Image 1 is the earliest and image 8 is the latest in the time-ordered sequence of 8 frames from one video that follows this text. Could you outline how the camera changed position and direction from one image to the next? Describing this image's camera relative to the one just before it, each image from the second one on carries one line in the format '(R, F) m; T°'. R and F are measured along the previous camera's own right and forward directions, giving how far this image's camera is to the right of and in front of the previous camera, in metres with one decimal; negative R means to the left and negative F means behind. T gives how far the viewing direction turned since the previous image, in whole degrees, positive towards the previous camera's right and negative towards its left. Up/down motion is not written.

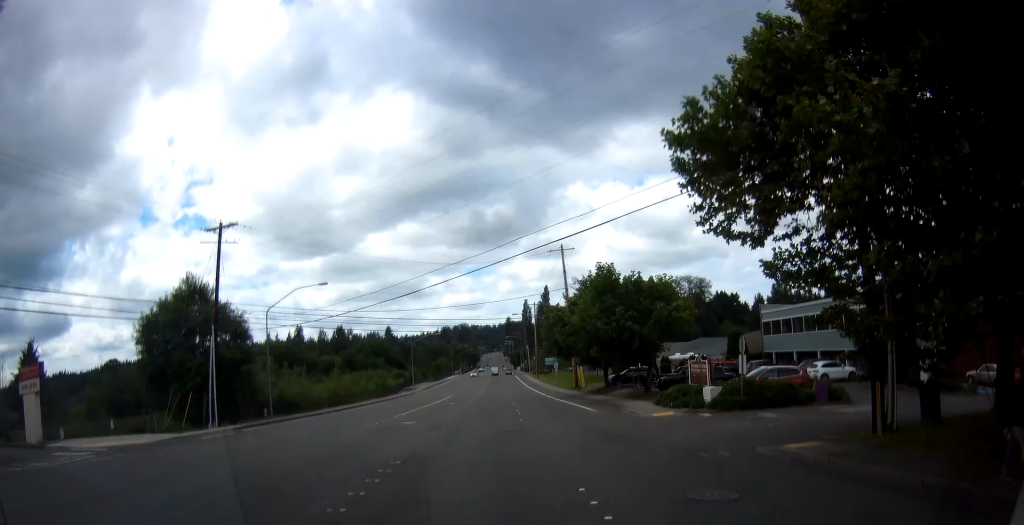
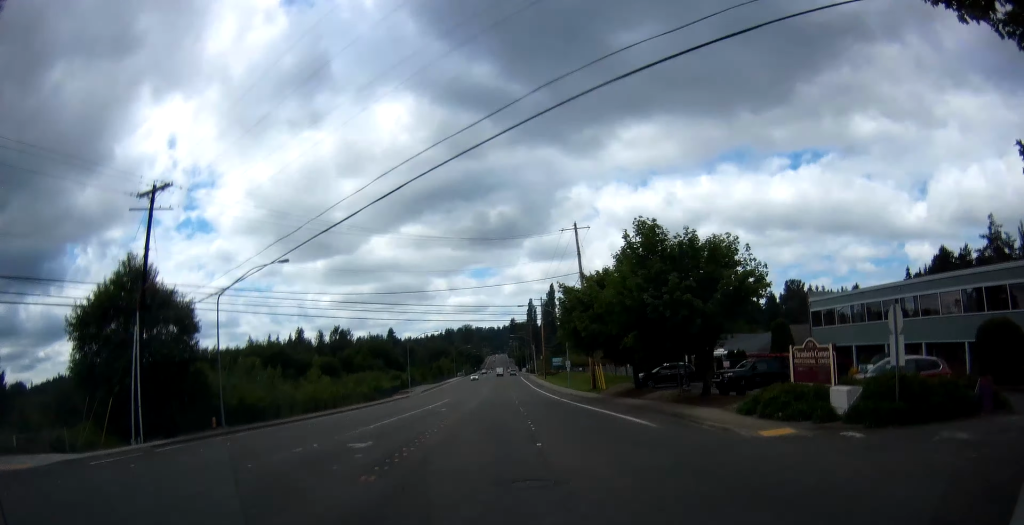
(0.0, +10.9) m; 0°
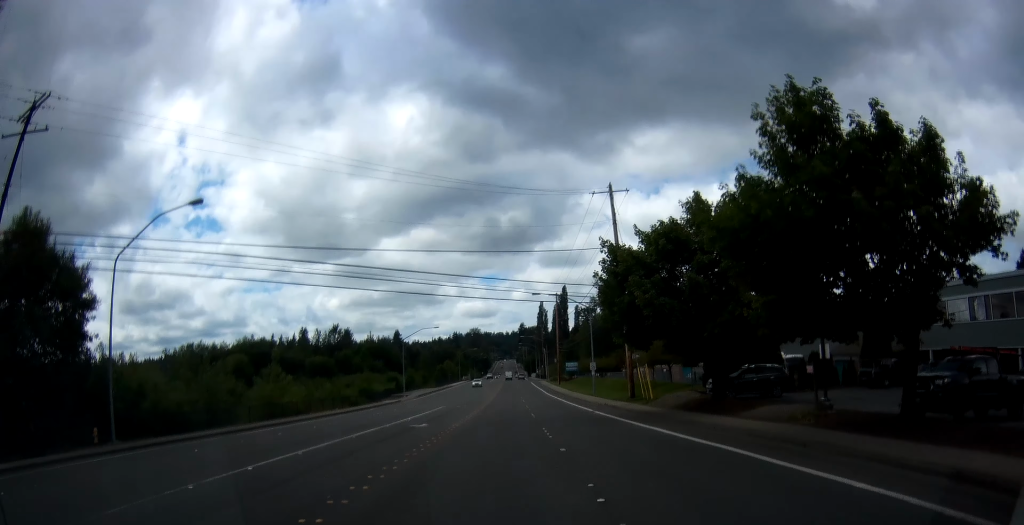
(0.0, +15.1) m; 0°
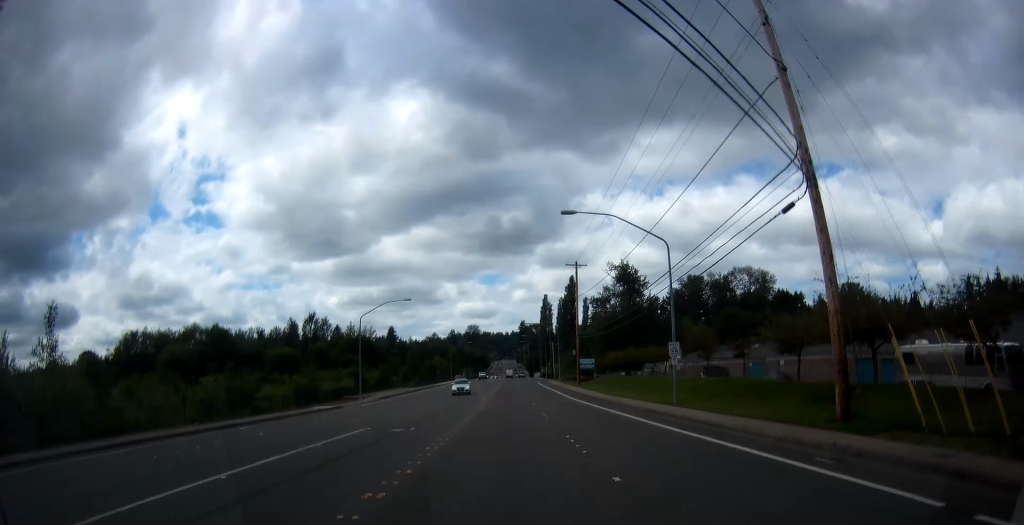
(0.0, +30.6) m; -1°
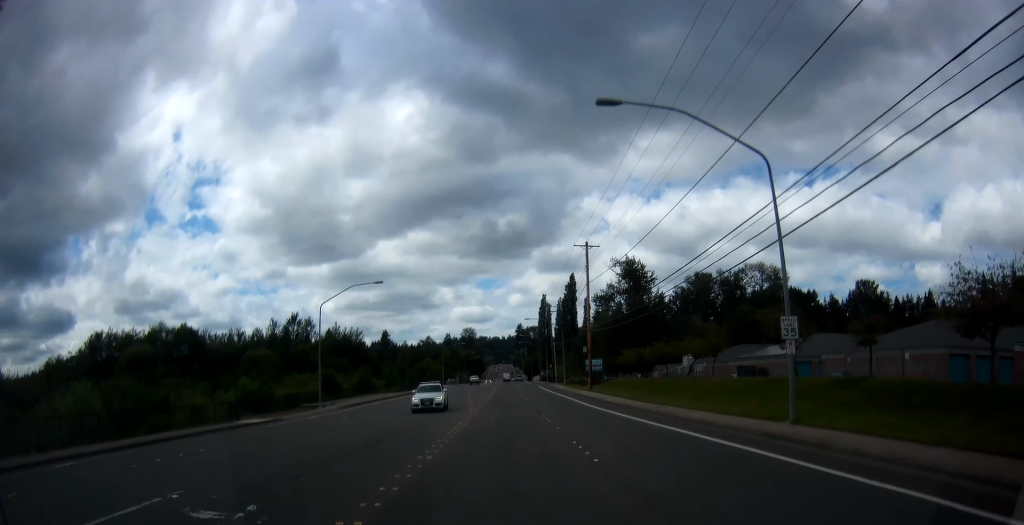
(-0.2, +13.6) m; 0°
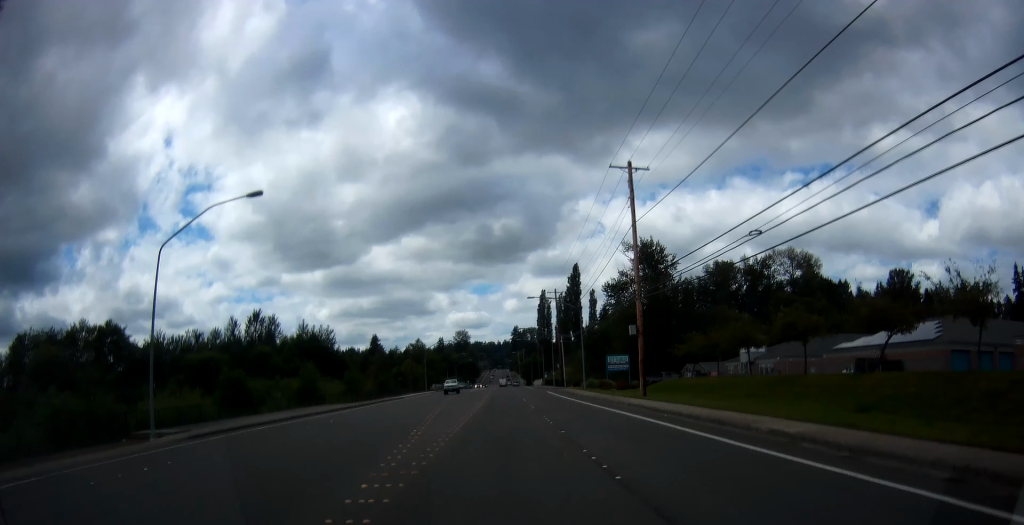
(+0.2, +27.6) m; +1°
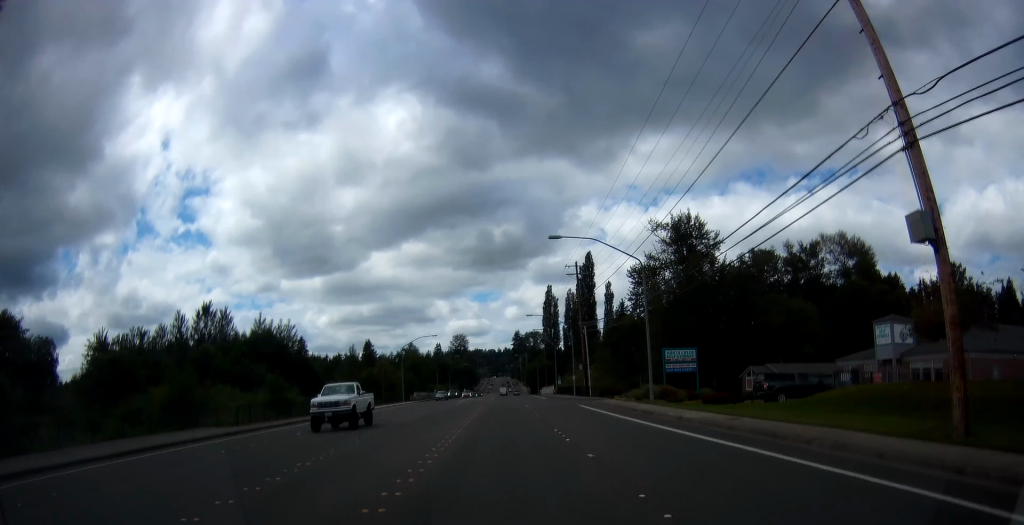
(+0.1, +30.6) m; 0°
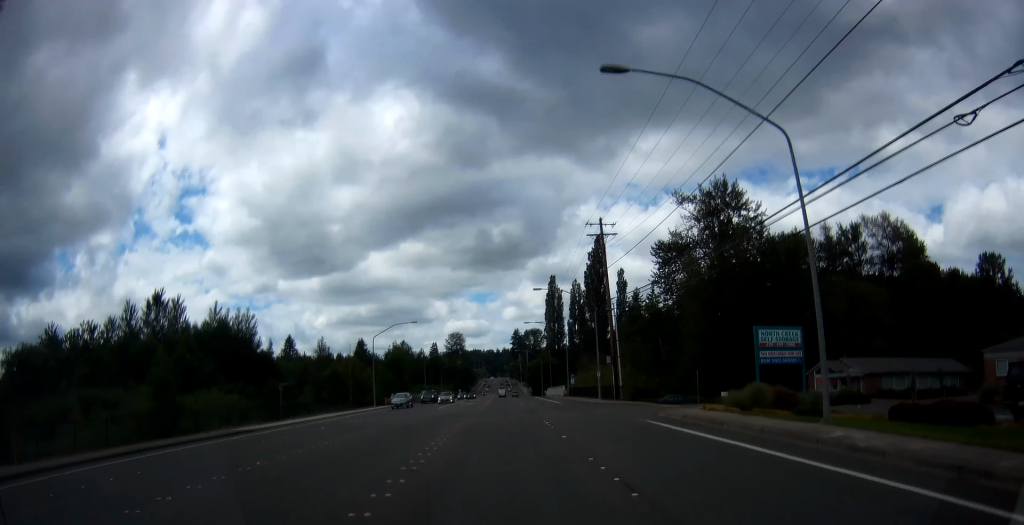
(0.0, +21.3) m; -1°
